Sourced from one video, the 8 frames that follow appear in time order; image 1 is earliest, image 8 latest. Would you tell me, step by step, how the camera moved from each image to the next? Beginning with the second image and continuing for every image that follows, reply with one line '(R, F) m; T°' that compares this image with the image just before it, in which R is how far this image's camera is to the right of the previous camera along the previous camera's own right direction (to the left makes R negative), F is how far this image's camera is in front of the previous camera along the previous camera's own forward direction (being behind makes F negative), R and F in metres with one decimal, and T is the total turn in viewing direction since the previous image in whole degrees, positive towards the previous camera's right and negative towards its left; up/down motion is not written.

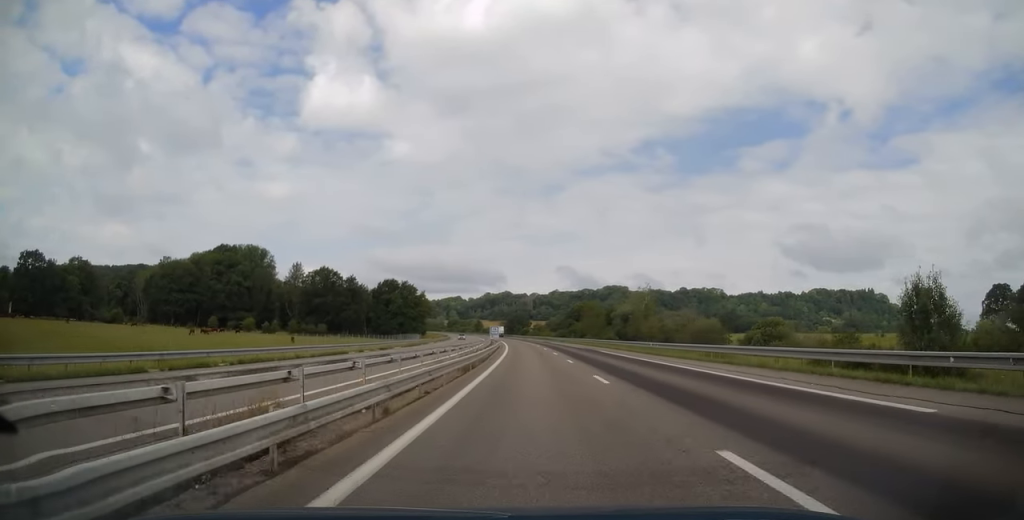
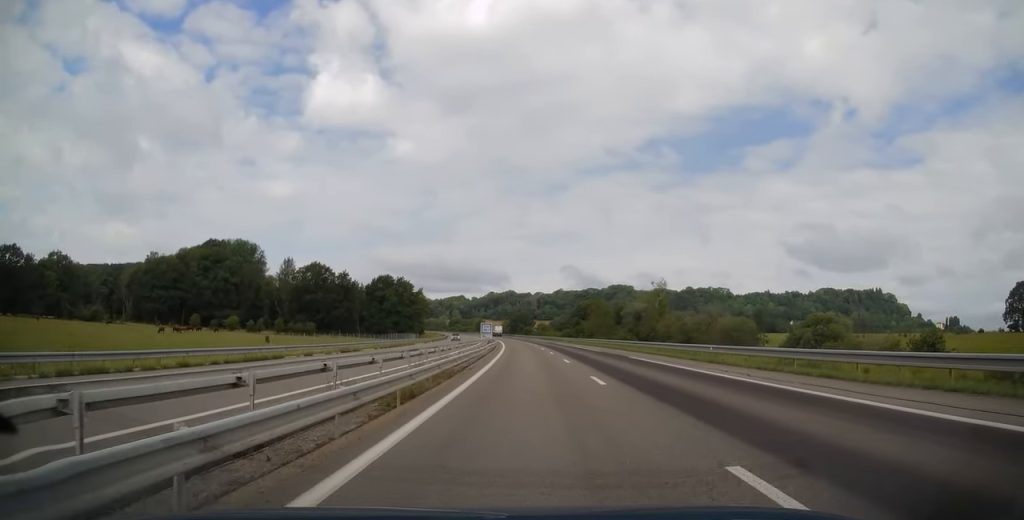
(0.0, +13.6) m; 0°
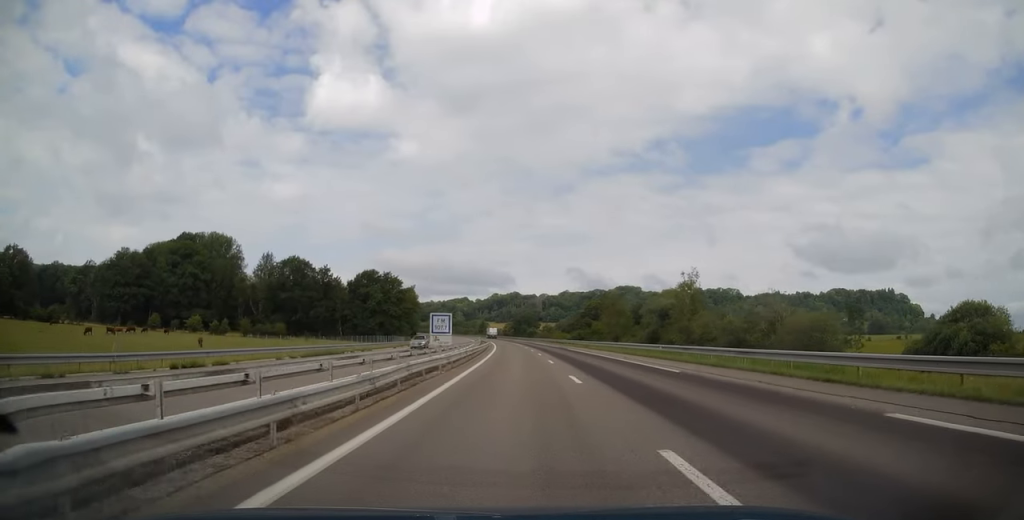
(-0.2, +24.9) m; -1°
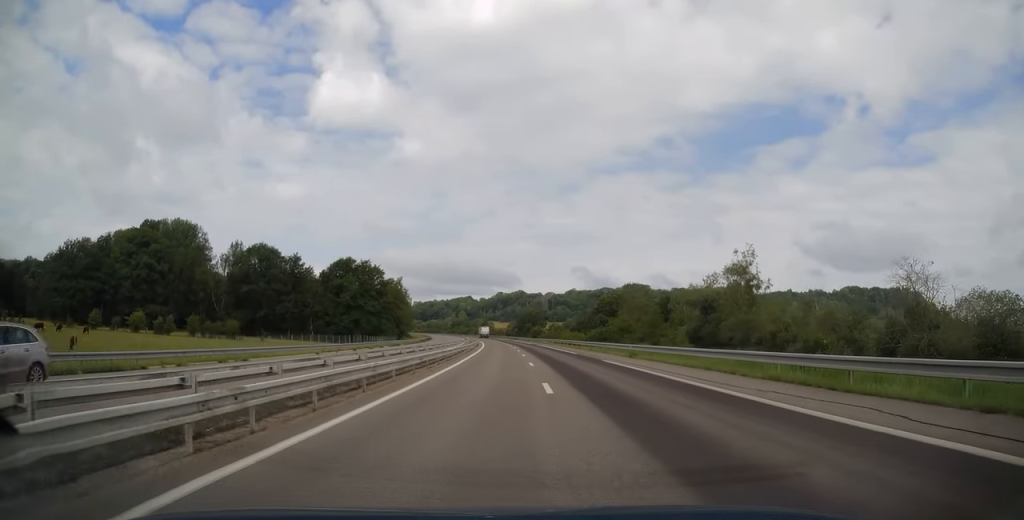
(-0.3, +28.7) m; -1°
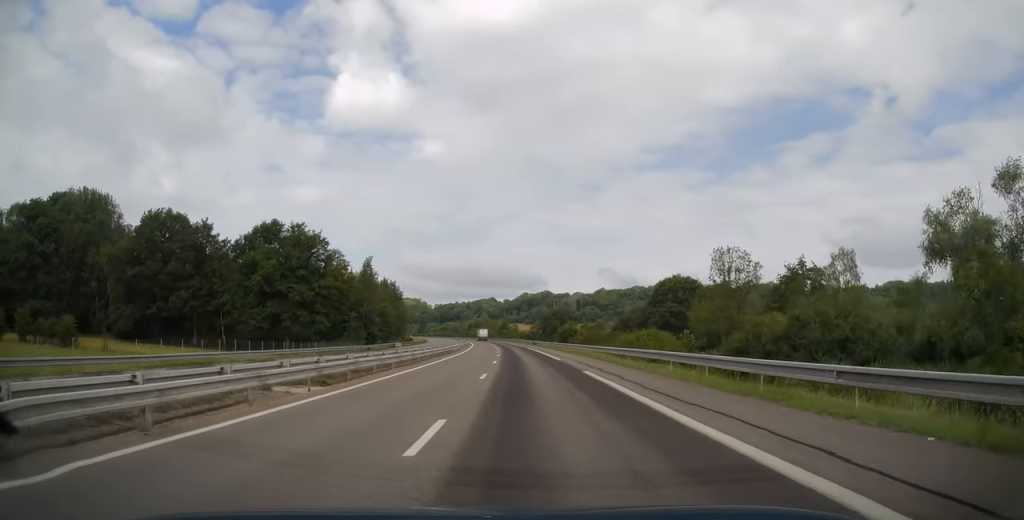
(-1.2, +58.9) m; -3°
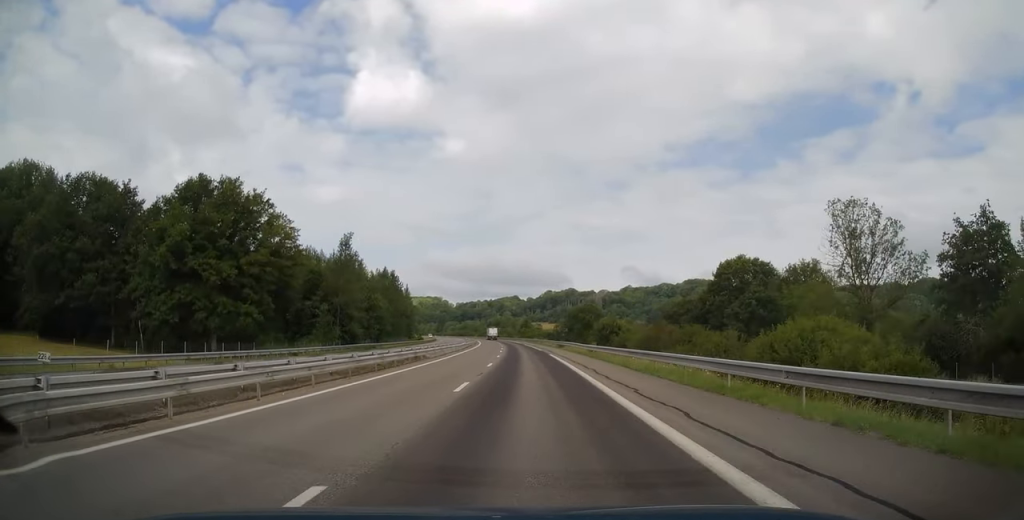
(-0.5, +30.7) m; -2°
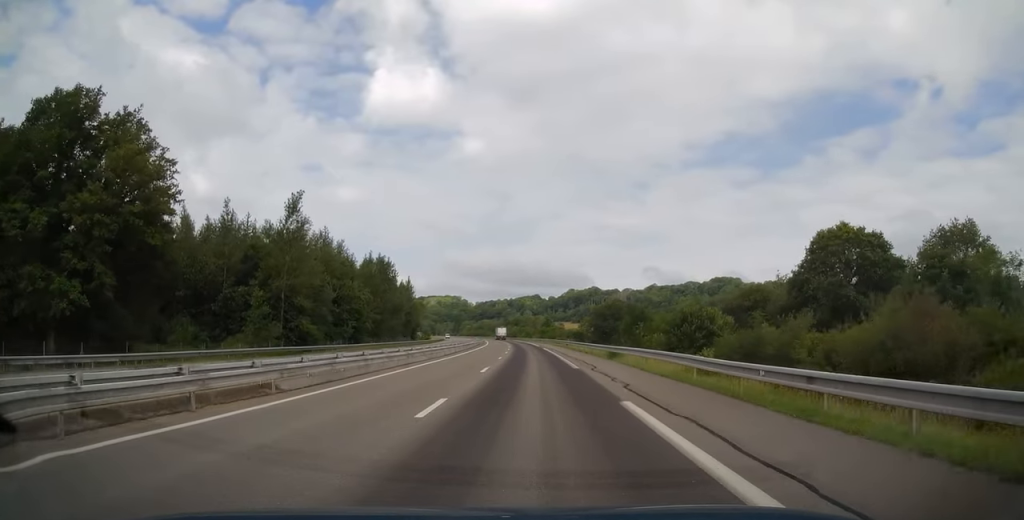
(-0.5, +31.2) m; -1°
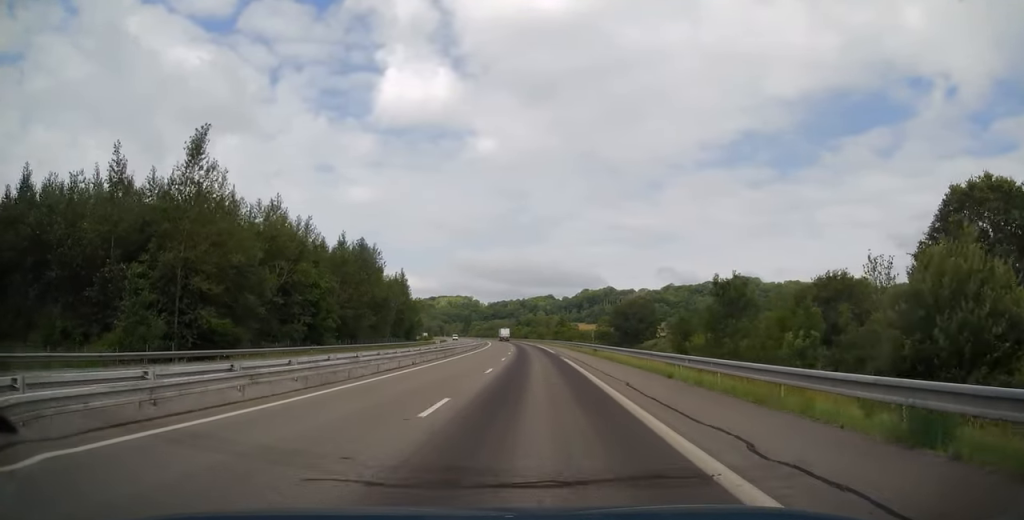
(-0.2, +25.8) m; -1°
